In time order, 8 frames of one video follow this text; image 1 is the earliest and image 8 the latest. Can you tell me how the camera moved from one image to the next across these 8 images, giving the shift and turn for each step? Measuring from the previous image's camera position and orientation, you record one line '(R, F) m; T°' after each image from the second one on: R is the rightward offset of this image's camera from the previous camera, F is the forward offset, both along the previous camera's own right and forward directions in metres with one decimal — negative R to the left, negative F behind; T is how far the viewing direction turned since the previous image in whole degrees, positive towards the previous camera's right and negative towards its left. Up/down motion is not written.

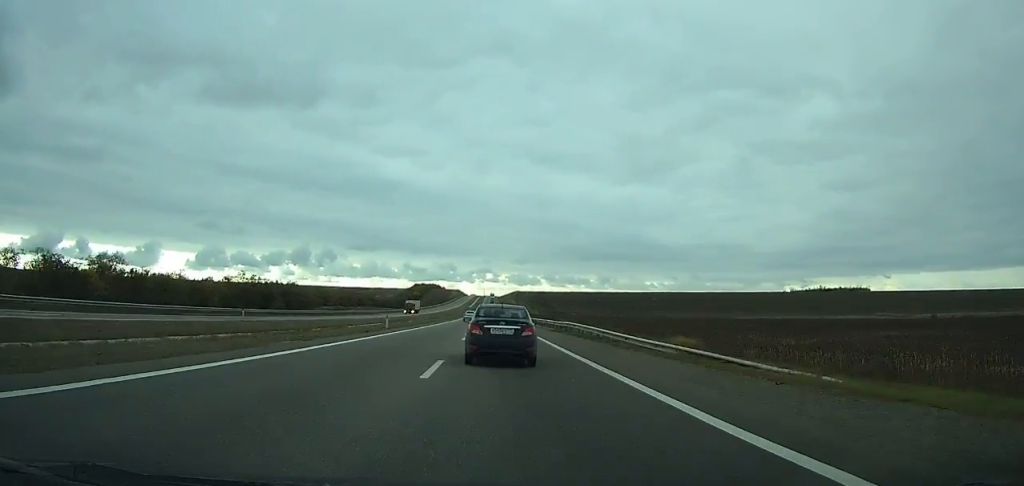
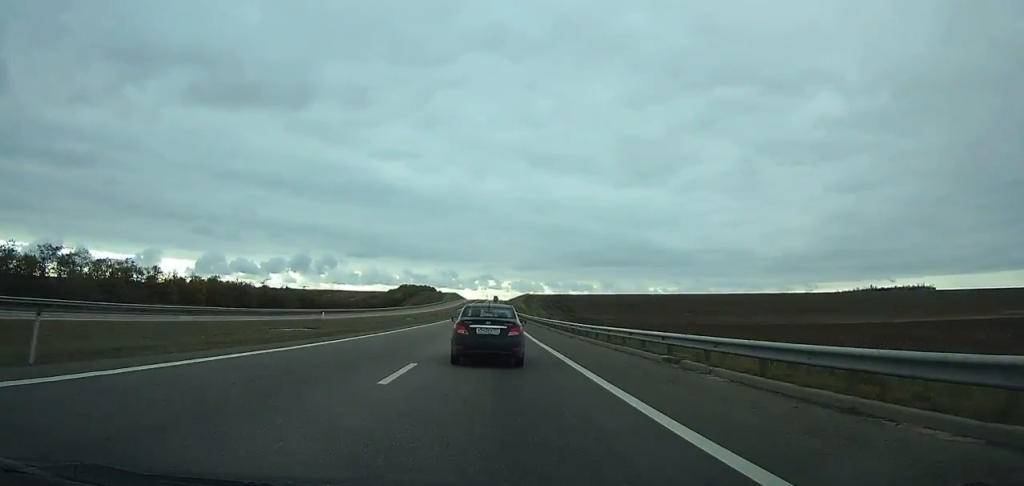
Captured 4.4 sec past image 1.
(-0.5, +132.1) m; 0°
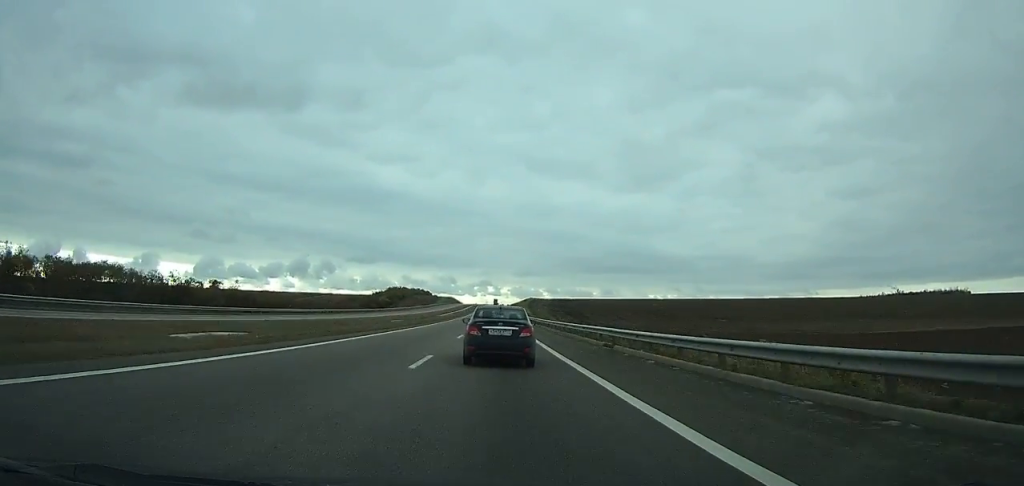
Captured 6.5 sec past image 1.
(0.0, +61.4) m; 0°
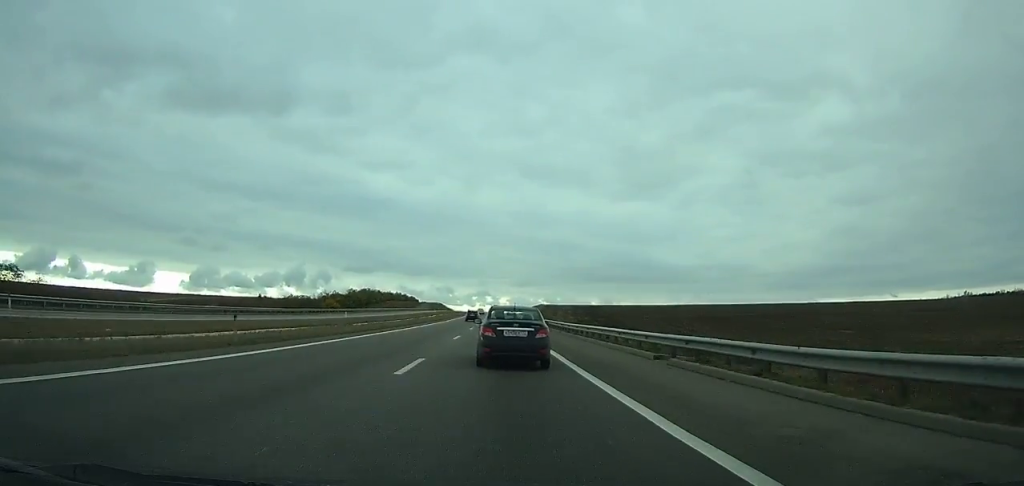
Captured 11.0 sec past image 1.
(-0.7, +127.8) m; 0°
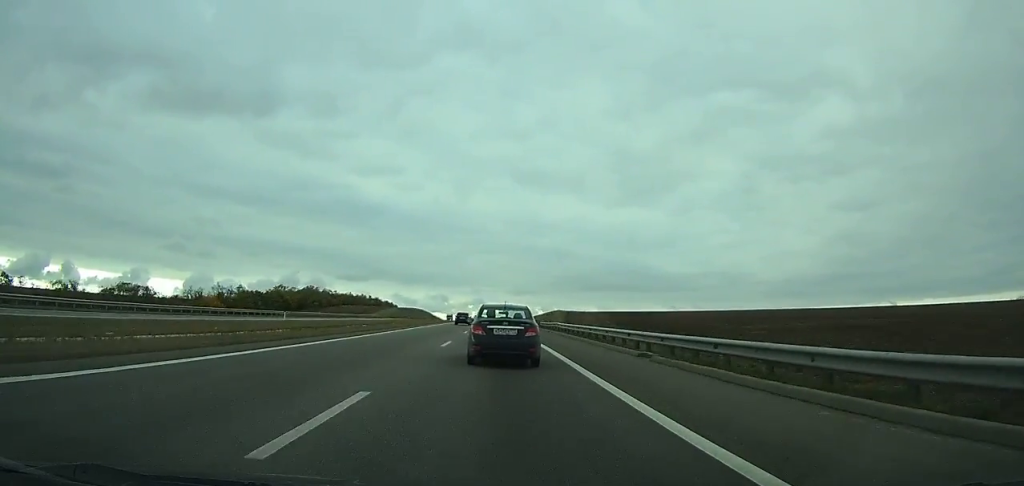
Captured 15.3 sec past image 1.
(0.0, +118.5) m; 0°
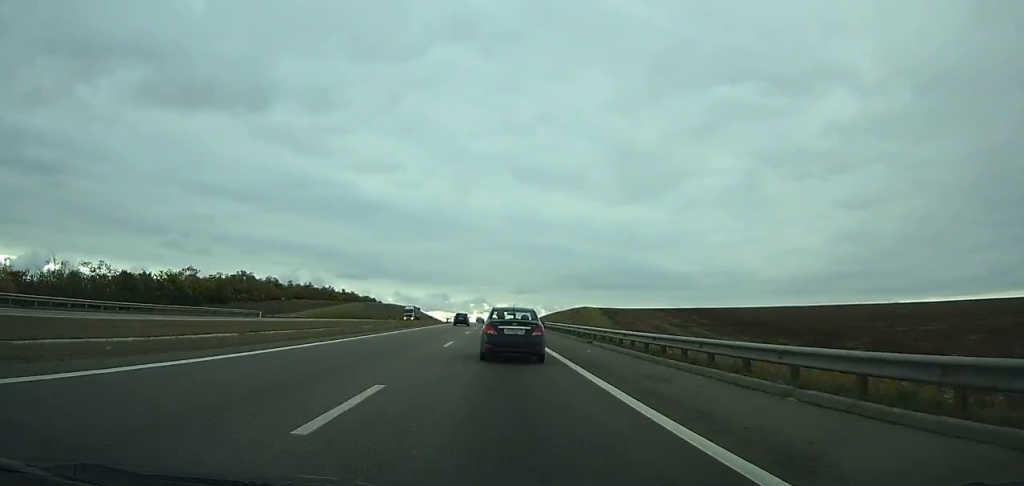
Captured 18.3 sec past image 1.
(0.0, +81.0) m; 0°
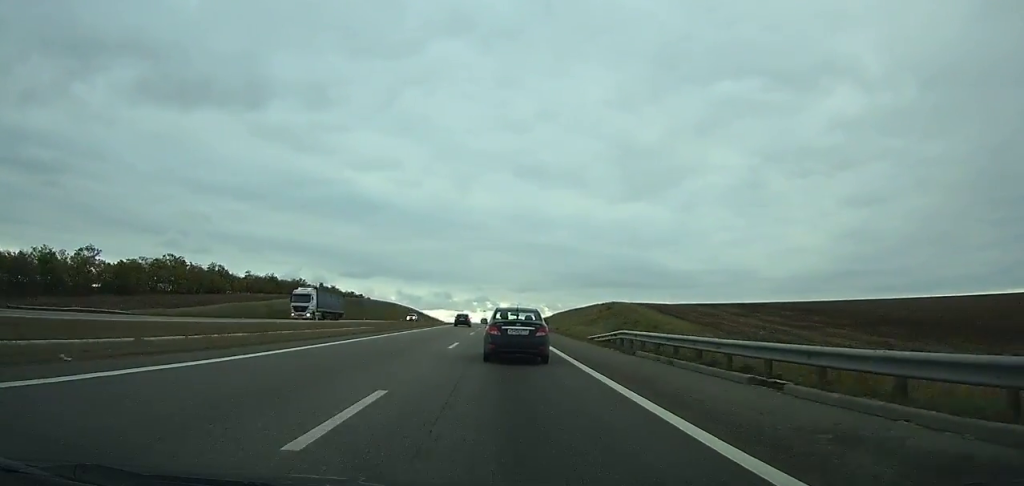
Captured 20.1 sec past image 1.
(-0.1, +48.5) m; 0°
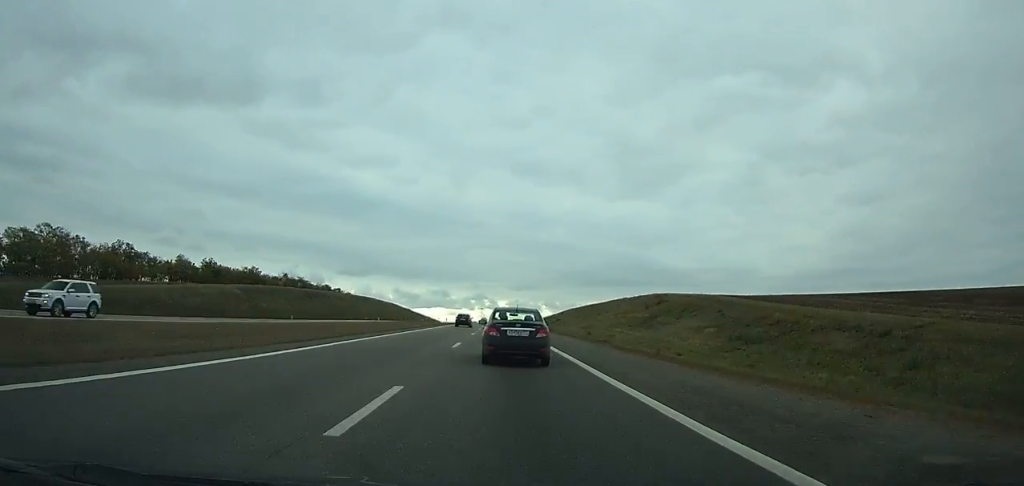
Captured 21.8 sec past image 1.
(0.0, +45.8) m; 0°
